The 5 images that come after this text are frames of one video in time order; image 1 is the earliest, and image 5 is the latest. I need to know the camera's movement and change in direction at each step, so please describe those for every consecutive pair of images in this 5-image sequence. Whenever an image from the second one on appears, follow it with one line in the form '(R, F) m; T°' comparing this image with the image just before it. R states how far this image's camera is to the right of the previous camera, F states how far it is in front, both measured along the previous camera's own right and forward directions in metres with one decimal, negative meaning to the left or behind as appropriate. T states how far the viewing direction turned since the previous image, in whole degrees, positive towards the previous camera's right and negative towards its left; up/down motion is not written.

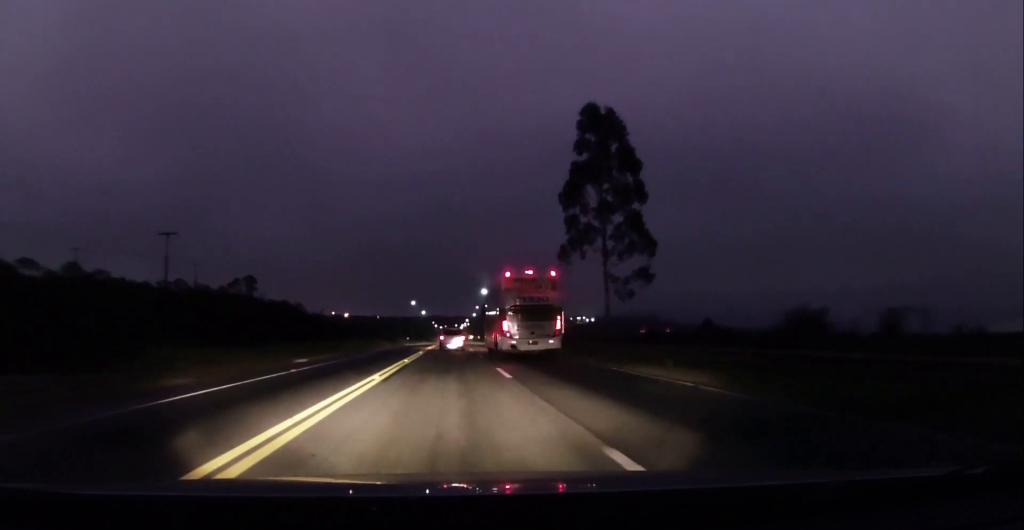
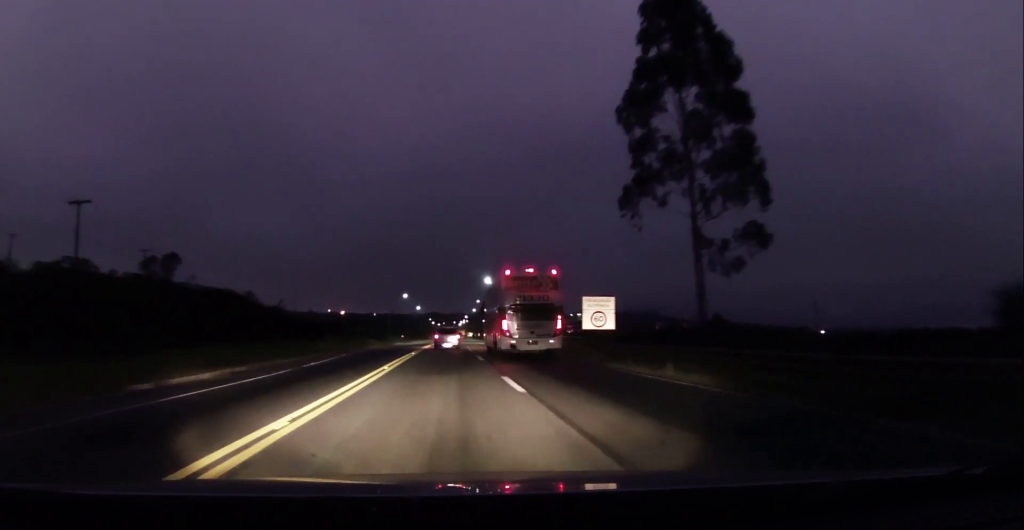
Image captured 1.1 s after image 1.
(0.0, +20.4) m; -1°
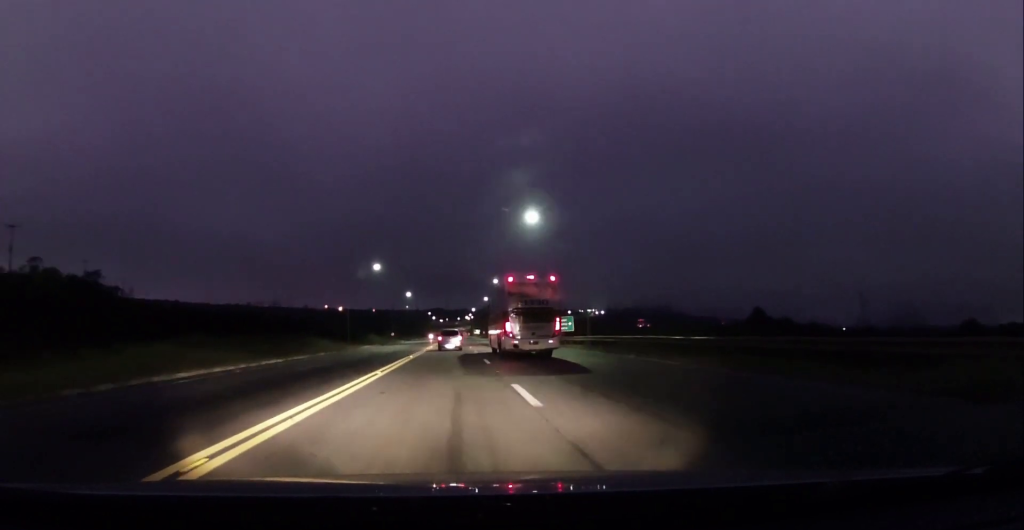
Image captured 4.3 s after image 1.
(-0.5, +59.0) m; +1°
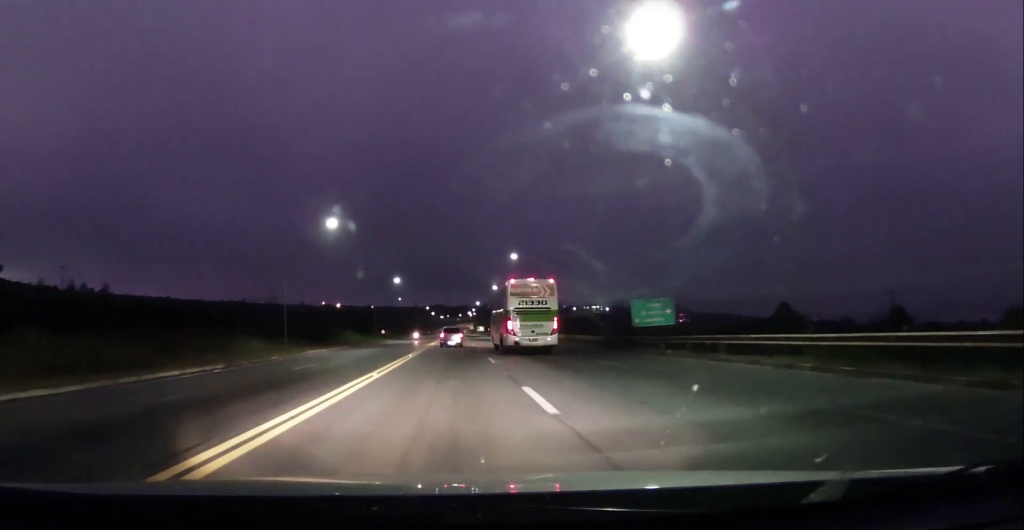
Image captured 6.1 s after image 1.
(-0.7, +31.6) m; -3°
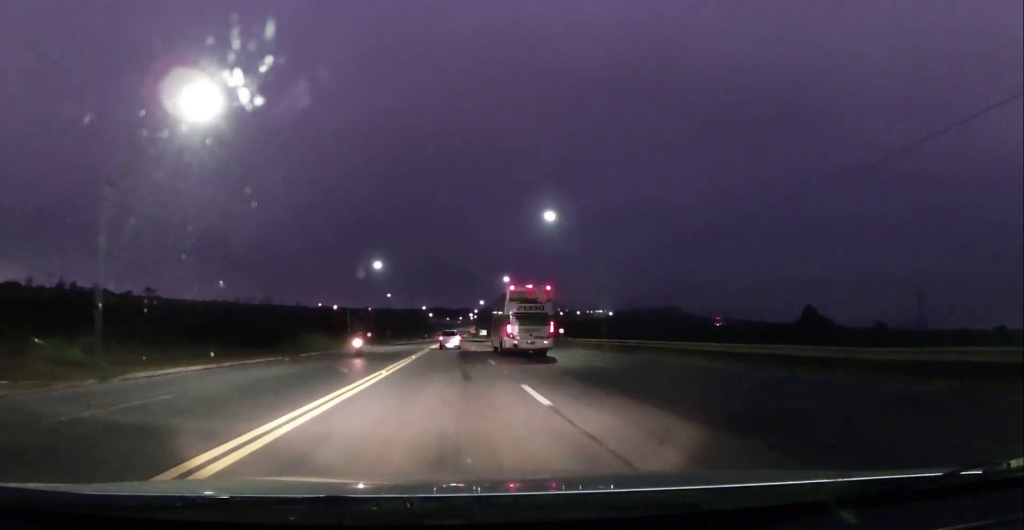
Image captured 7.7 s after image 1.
(+0.1, +28.6) m; +1°
